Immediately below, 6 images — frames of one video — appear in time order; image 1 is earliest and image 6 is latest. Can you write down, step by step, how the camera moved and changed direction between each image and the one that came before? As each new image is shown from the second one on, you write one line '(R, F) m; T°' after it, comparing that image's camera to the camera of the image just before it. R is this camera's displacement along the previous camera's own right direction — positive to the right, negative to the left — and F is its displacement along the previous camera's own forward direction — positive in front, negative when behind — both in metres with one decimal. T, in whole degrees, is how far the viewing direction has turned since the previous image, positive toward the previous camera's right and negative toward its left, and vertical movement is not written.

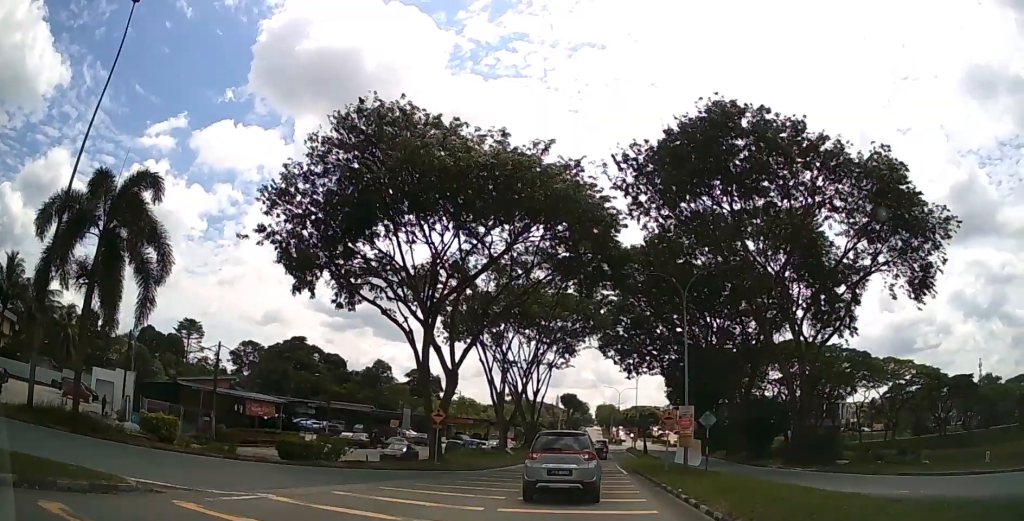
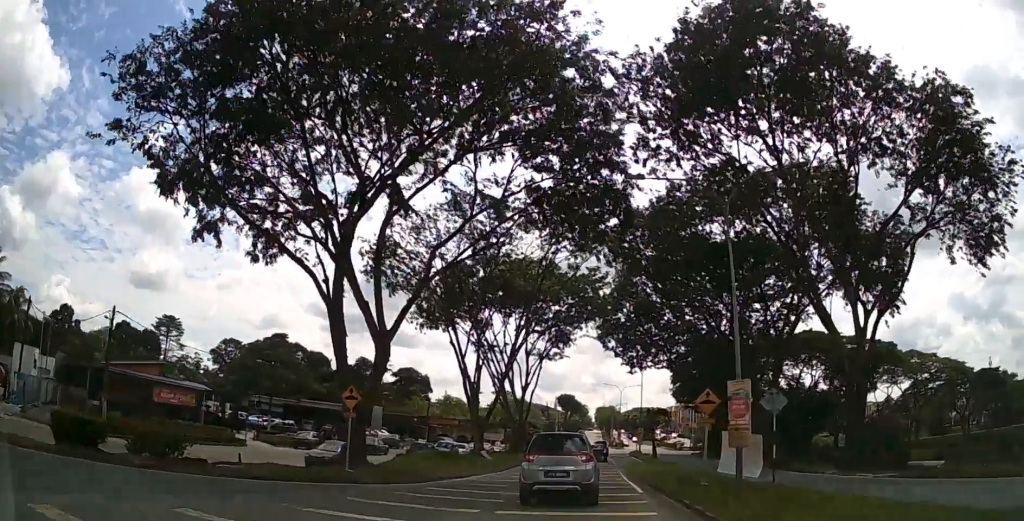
(-0.1, +10.4) m; -1°
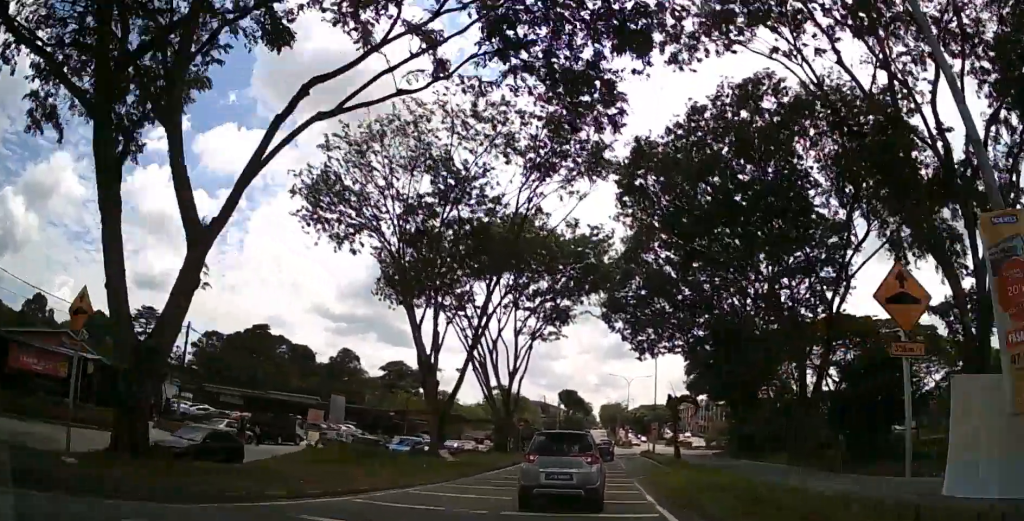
(0.0, +11.5) m; 0°
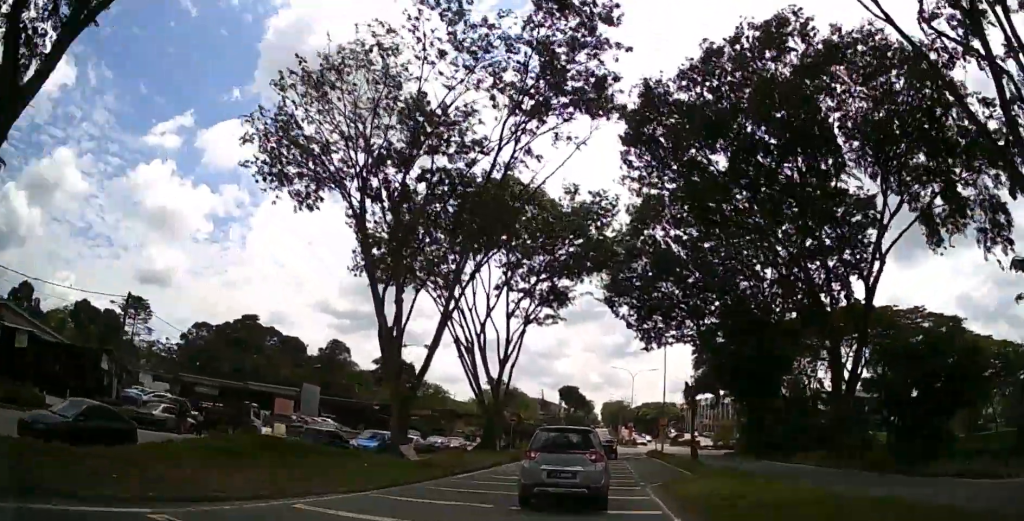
(0.0, +6.3) m; 0°
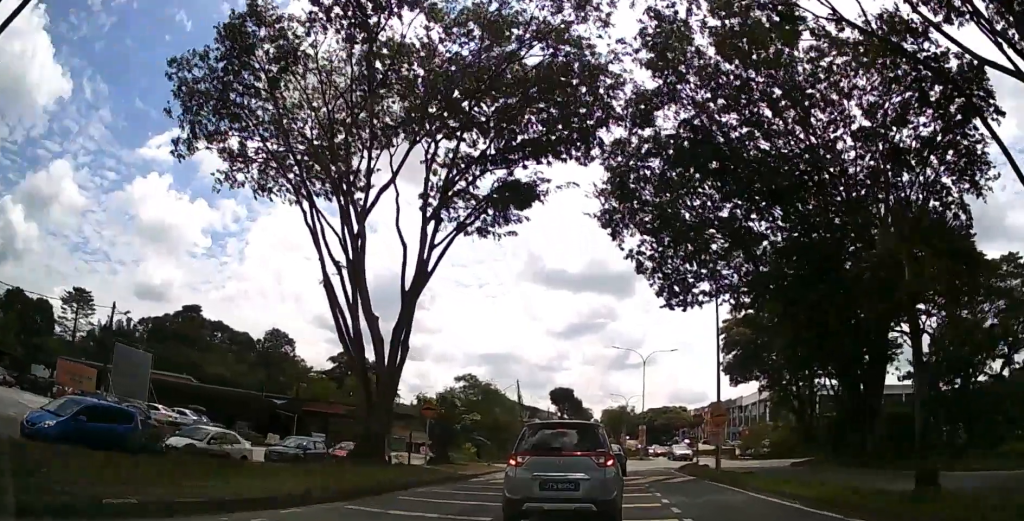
(0.0, +21.4) m; 0°
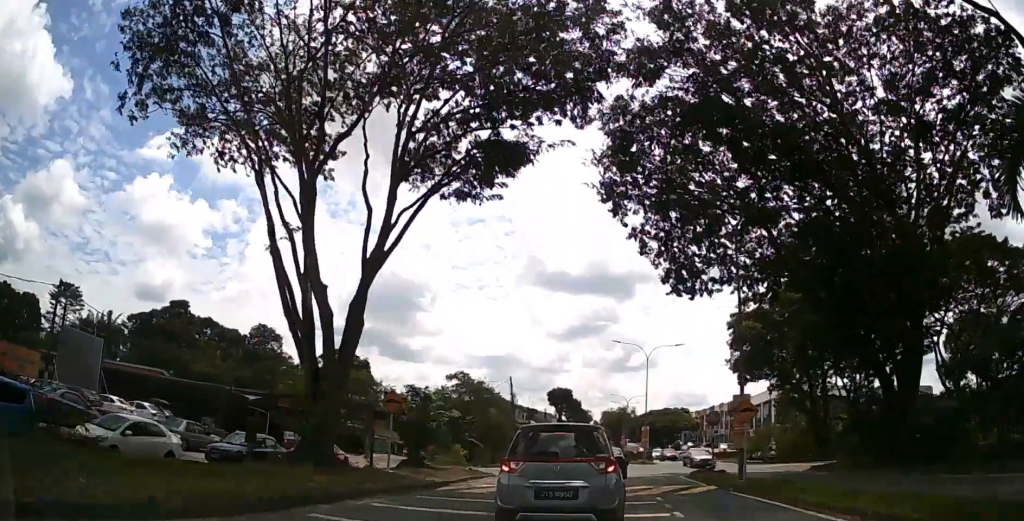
(0.0, +4.0) m; 0°
